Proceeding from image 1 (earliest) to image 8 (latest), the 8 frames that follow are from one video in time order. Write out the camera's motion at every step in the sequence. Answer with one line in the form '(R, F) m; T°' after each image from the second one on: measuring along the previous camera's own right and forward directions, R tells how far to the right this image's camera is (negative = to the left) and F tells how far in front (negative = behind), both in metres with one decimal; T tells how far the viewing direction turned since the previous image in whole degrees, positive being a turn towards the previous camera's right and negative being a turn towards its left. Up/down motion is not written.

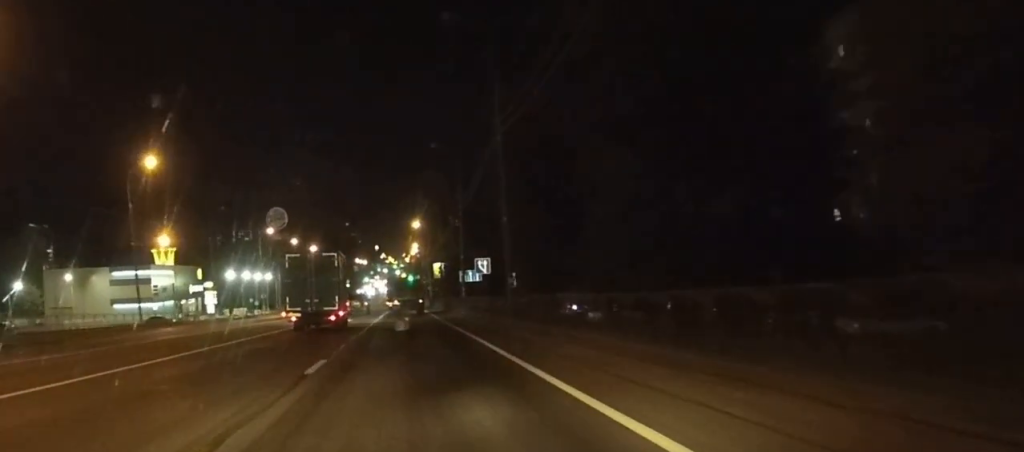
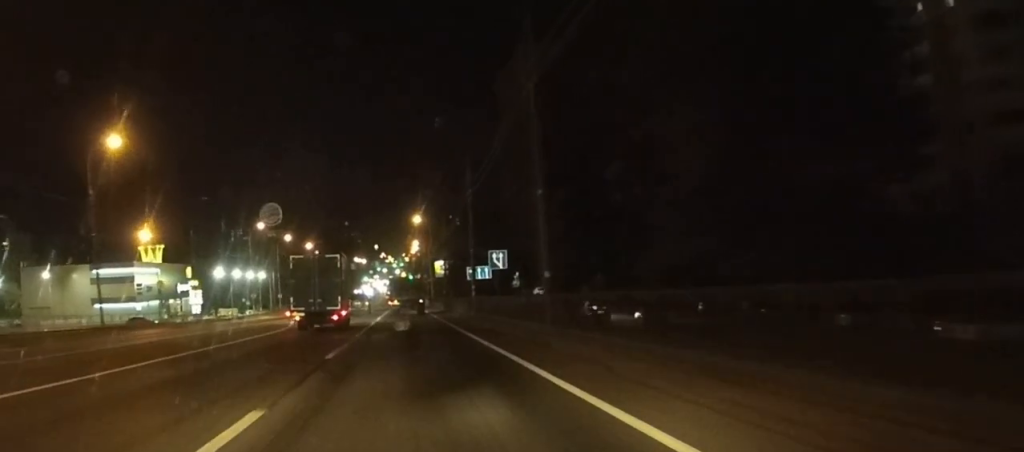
(0.0, +8.4) m; 0°
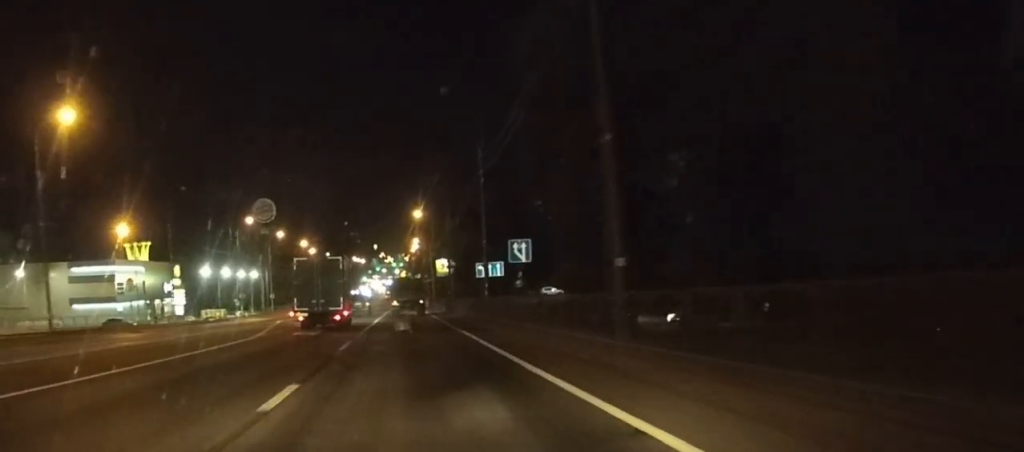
(+0.1, +8.4) m; 0°
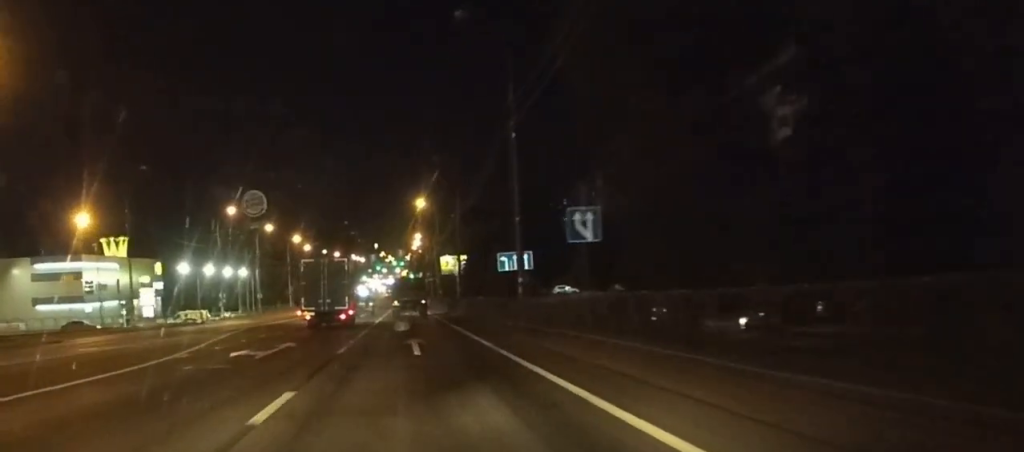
(0.0, +12.4) m; 0°
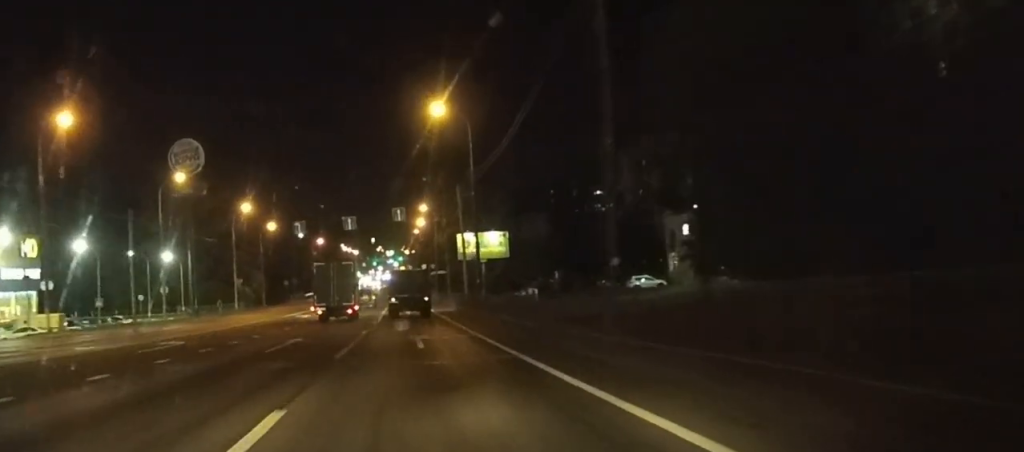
(-0.7, +48.6) m; -2°
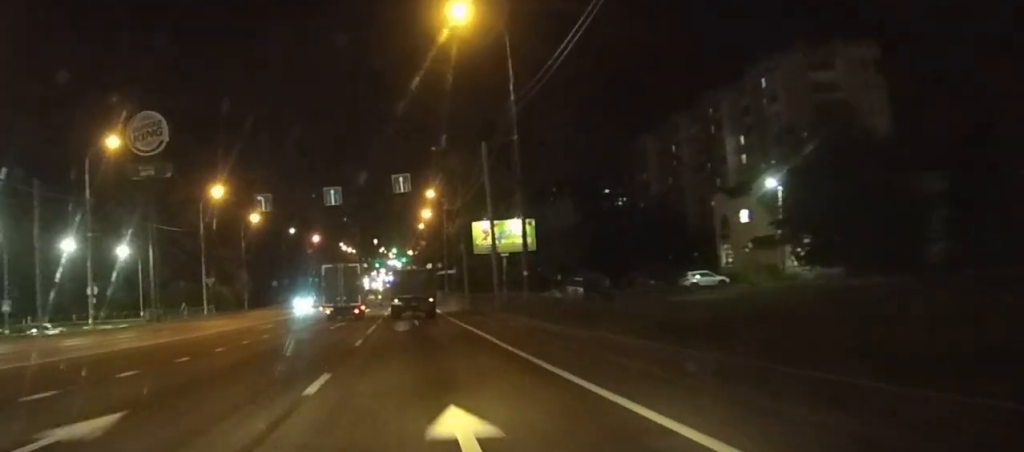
(0.0, +18.1) m; 0°
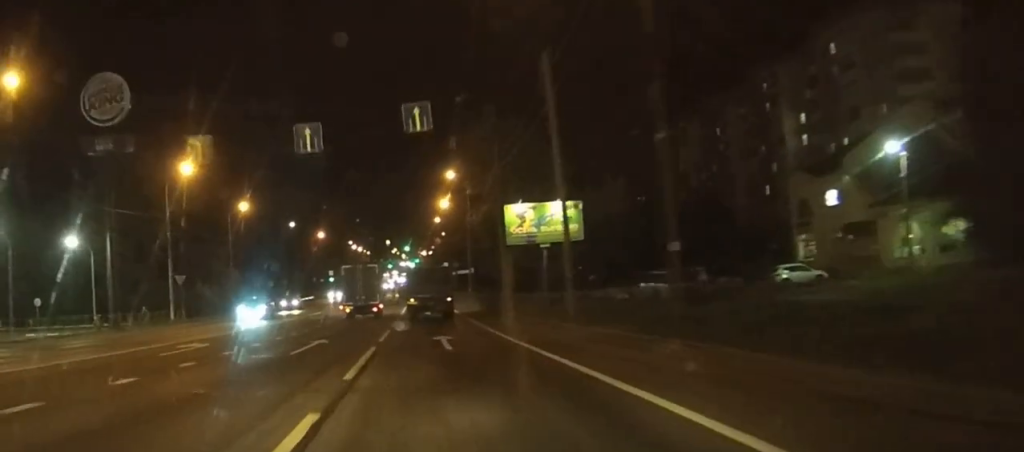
(-0.1, +17.2) m; 0°
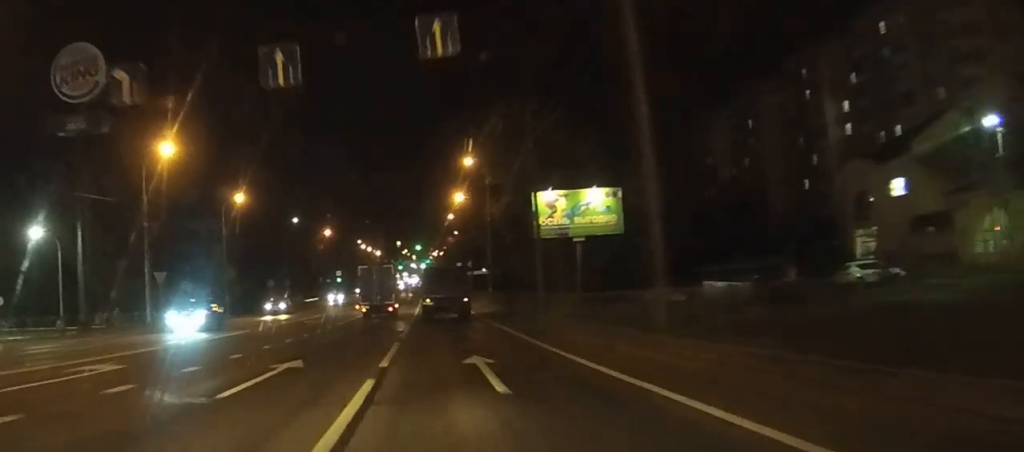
(0.0, +9.3) m; 0°
